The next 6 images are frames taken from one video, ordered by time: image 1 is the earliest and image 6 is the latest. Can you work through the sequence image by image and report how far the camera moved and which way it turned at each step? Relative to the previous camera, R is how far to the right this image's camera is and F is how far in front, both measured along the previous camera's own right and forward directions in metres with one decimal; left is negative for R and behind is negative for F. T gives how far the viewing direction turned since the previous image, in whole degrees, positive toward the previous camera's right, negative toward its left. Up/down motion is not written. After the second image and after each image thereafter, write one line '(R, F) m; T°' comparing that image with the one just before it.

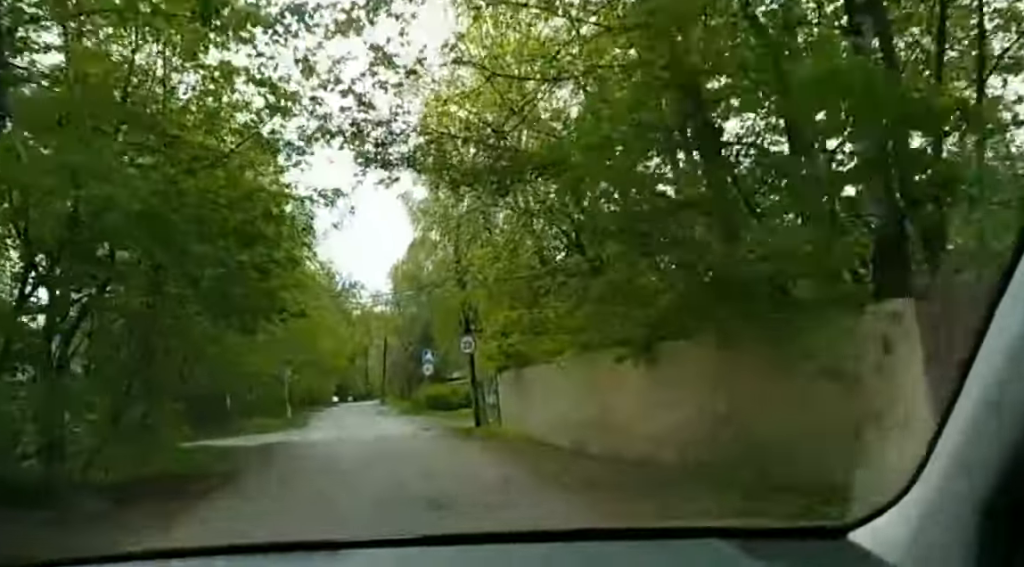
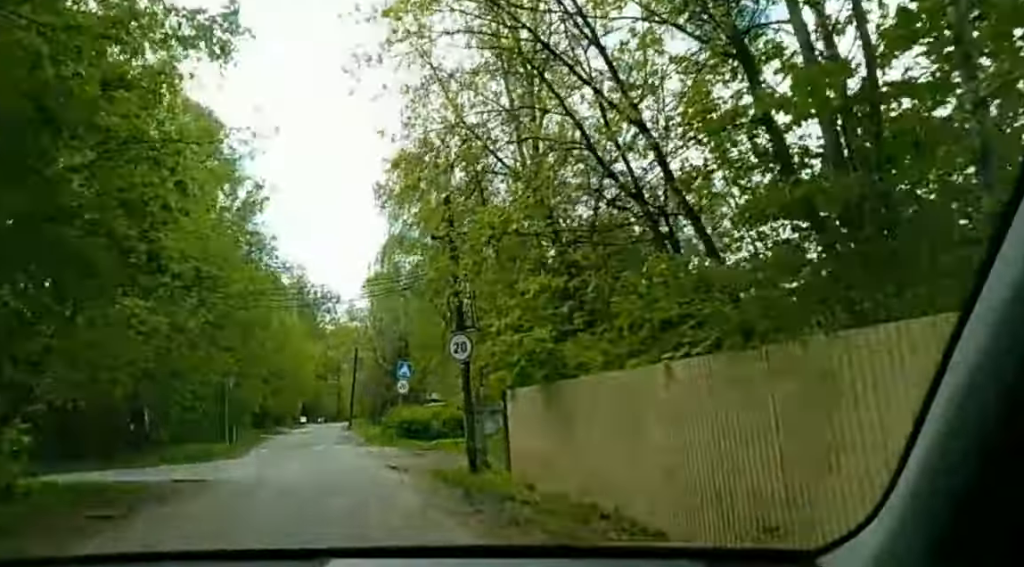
(+0.2, +9.7) m; +2°
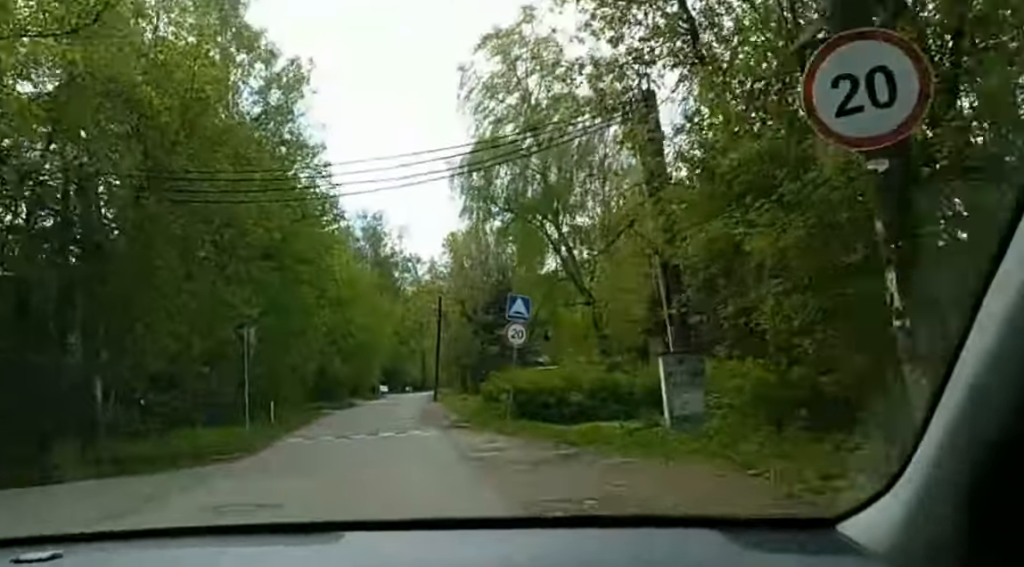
(+0.1, +19.9) m; -3°
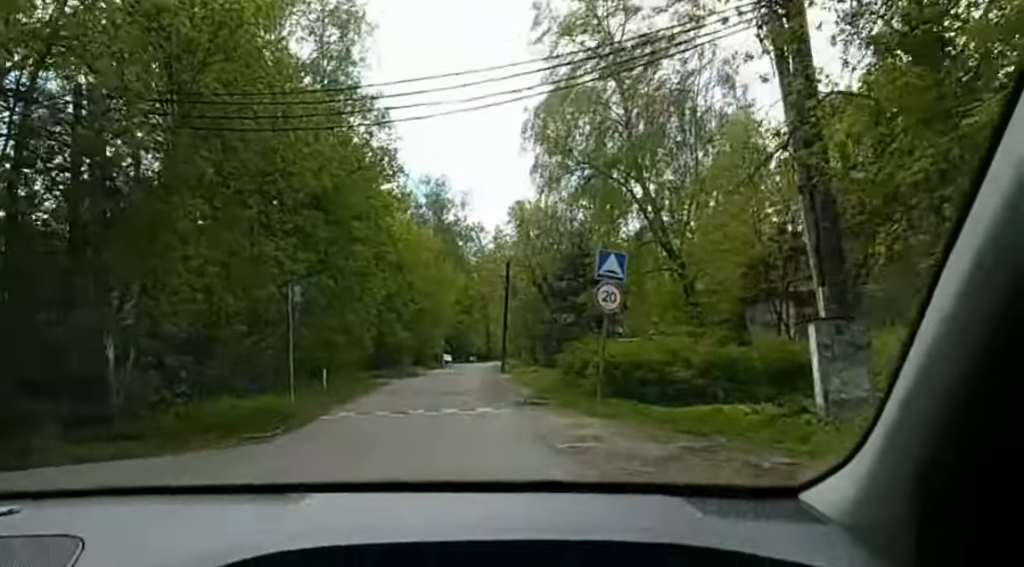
(-0.4, +6.5) m; -2°
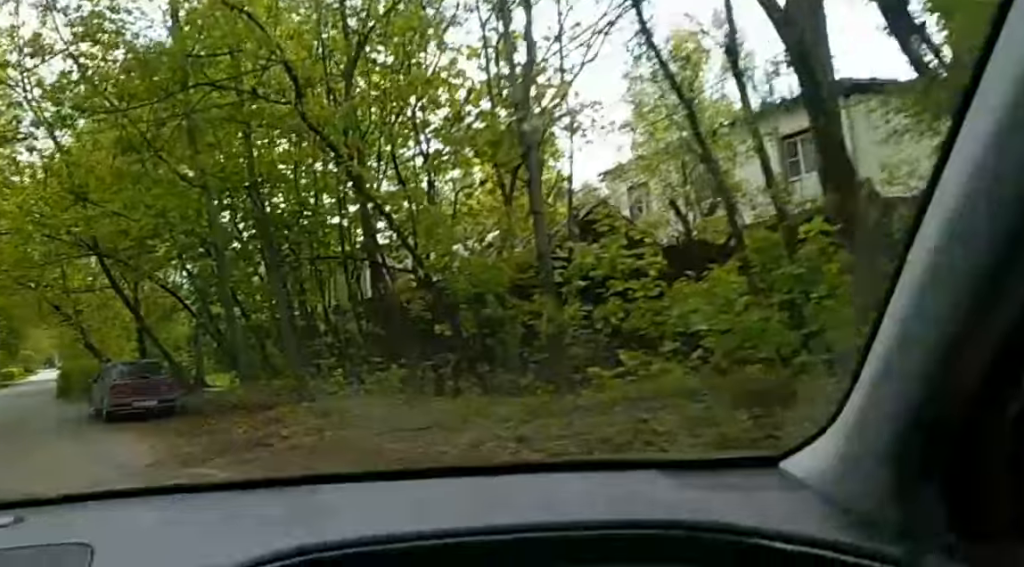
(-4.3, +16.8) m; -48°
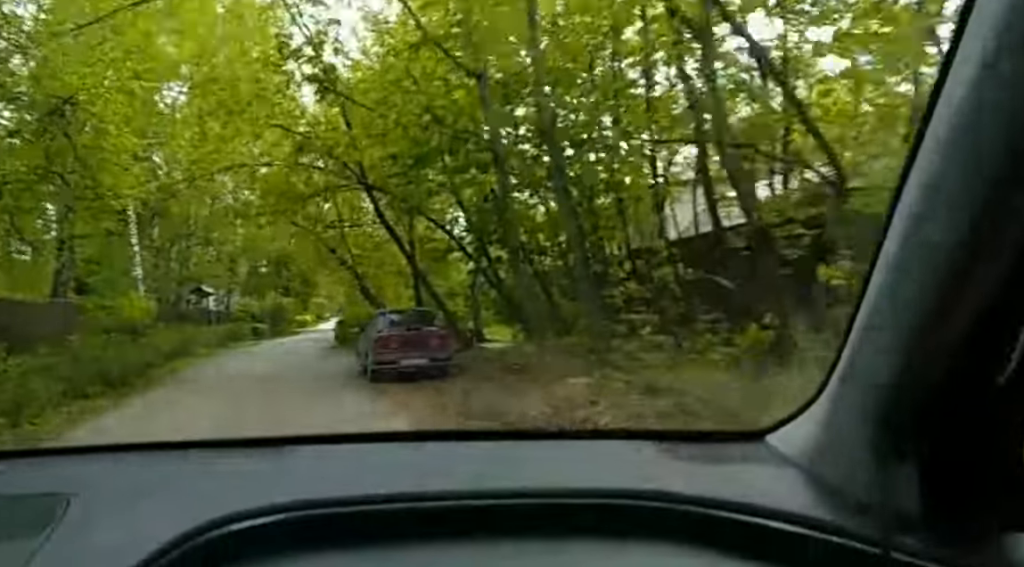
(-0.9, +4.6) m; -16°
